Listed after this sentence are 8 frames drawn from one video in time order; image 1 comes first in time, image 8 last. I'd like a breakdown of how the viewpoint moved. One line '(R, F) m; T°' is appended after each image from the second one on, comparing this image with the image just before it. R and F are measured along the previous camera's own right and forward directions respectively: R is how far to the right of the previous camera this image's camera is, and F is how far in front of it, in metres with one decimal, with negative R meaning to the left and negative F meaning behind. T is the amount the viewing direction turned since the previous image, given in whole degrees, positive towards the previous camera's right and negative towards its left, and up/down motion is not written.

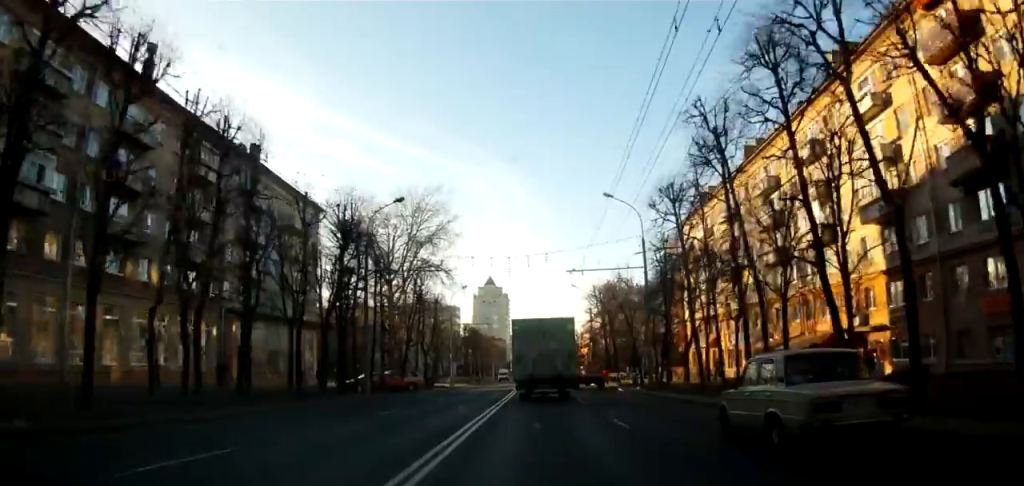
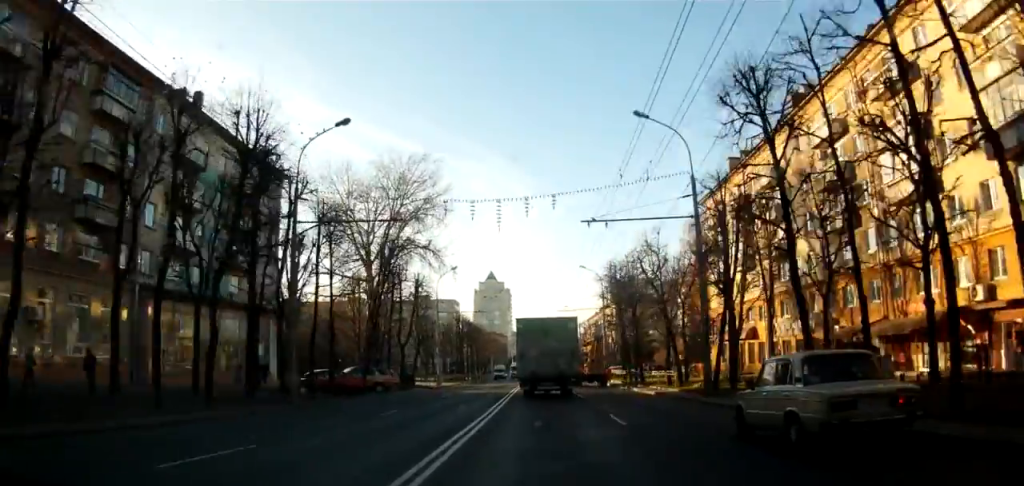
(+0.2, +10.7) m; +2°
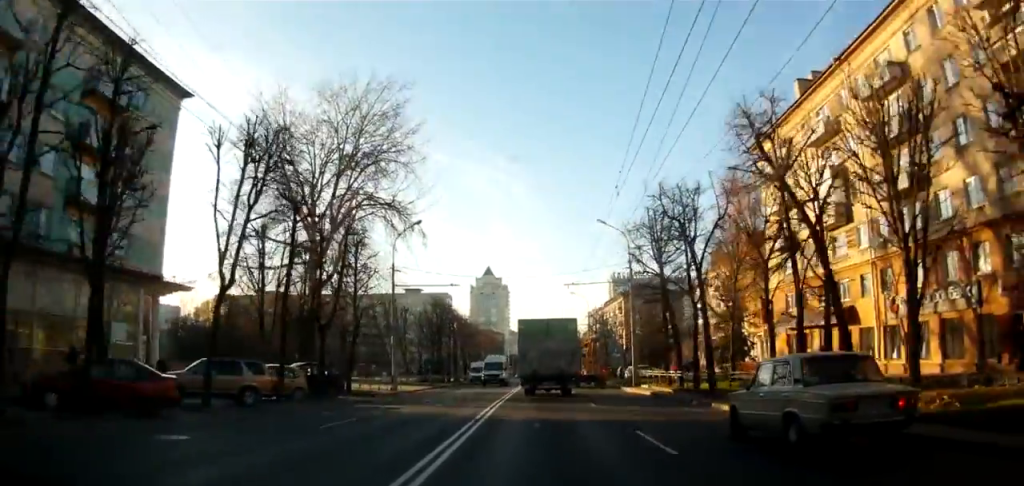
(+0.2, +17.3) m; +1°
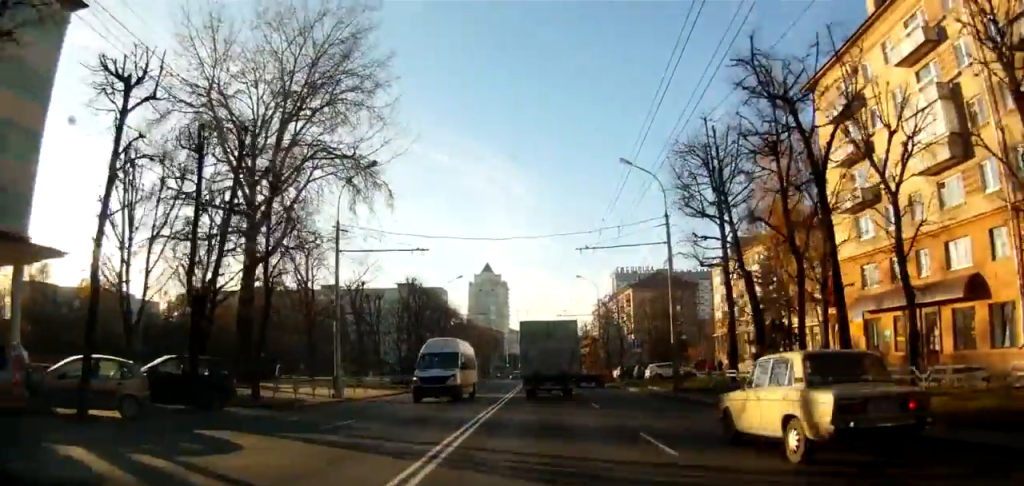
(0.0, +11.5) m; -1°
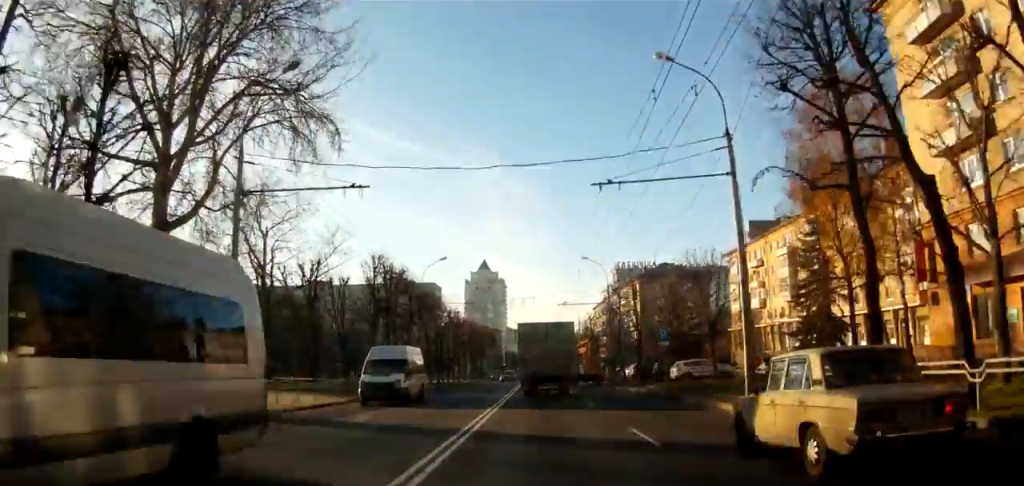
(-0.1, +10.1) m; -3°
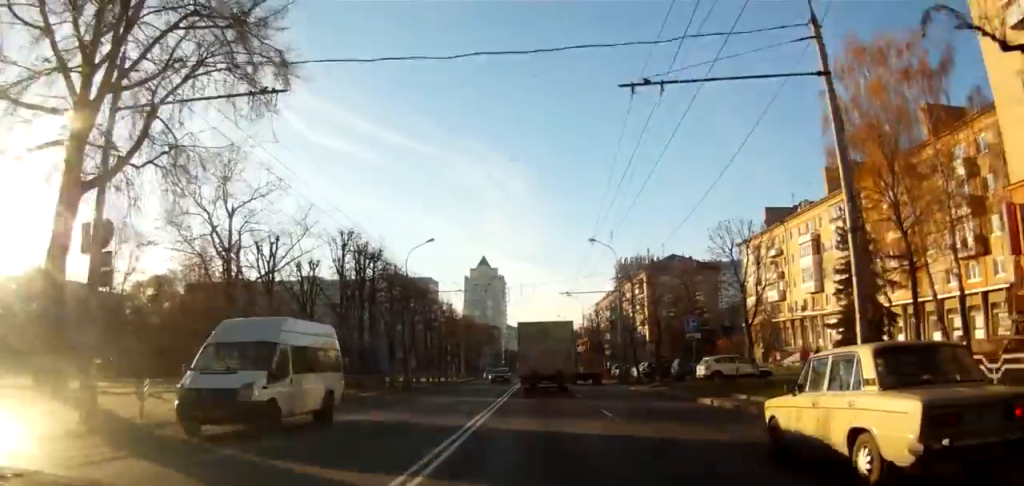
(-0.2, +6.6) m; -2°
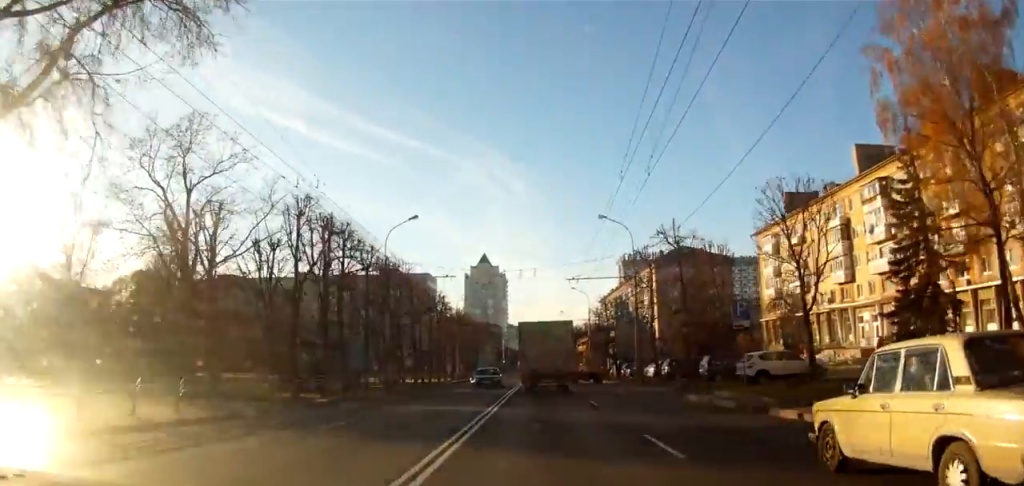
(-0.1, +6.7) m; 0°
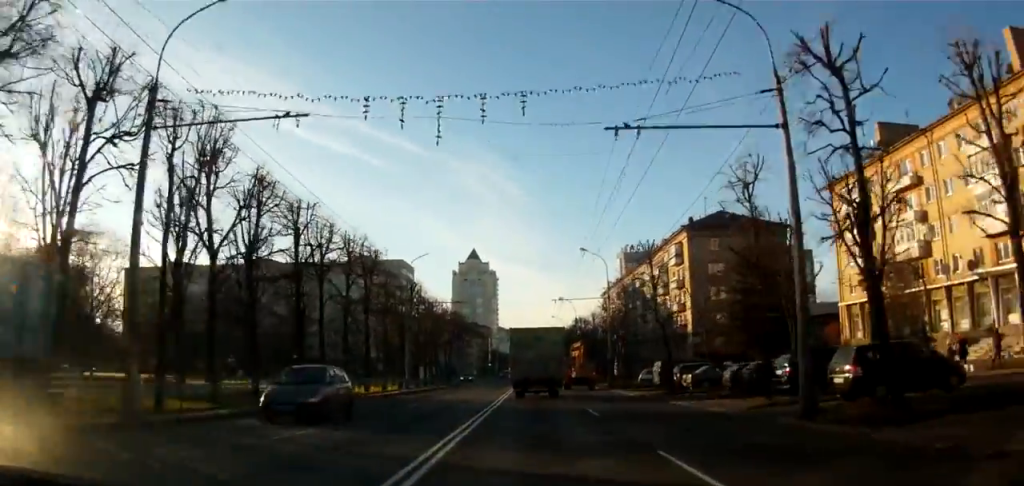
(+1.1, +24.7) m; +6°
